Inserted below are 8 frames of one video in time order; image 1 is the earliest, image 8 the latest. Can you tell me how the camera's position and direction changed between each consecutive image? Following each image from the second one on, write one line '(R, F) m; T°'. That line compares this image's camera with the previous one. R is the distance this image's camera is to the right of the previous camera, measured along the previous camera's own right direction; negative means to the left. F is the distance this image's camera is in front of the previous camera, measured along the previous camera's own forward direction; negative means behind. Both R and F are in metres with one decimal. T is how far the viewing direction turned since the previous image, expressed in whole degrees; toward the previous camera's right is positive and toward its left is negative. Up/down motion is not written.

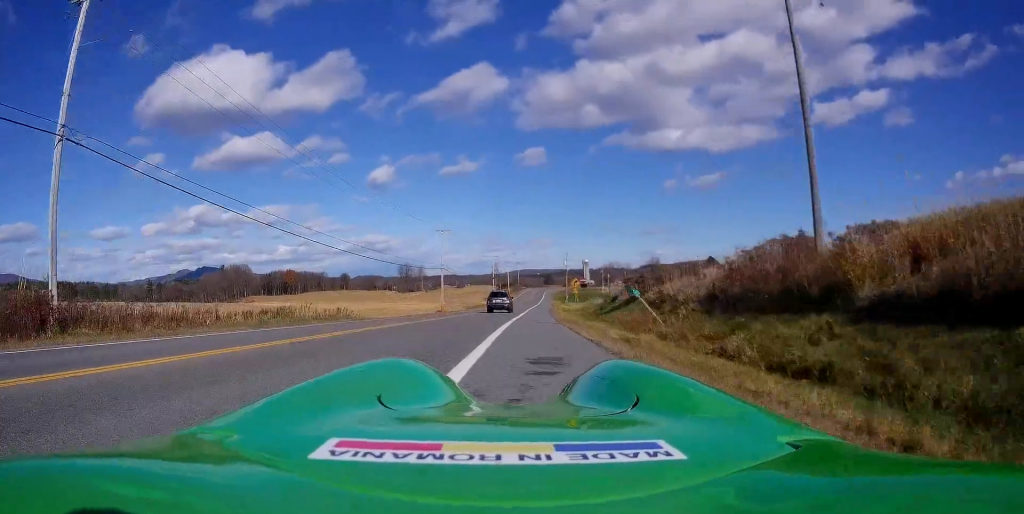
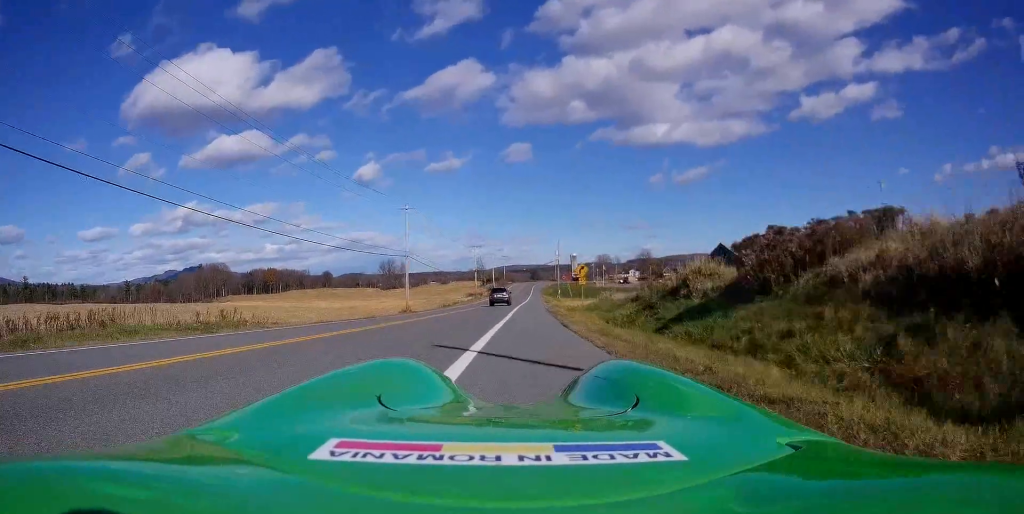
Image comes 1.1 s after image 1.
(0.0, +16.2) m; 0°
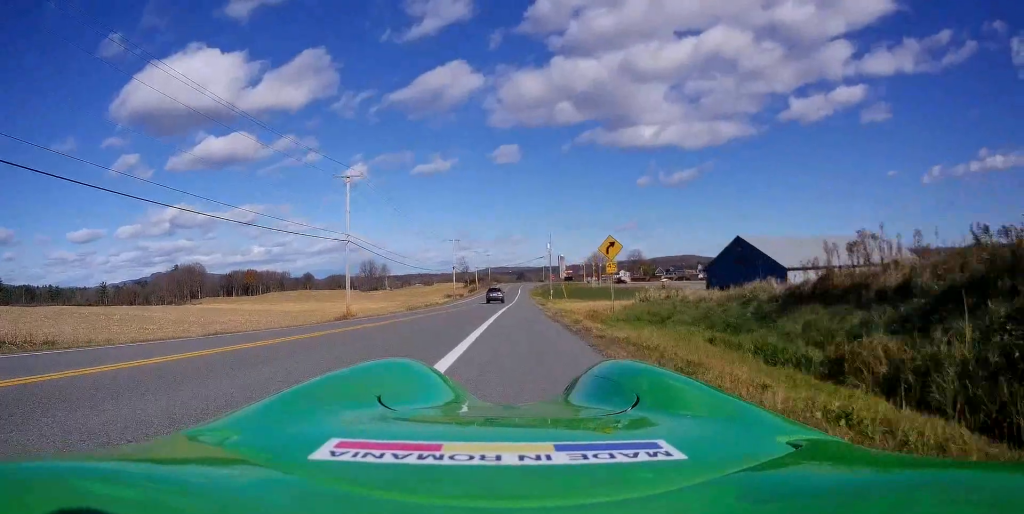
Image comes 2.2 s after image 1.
(+0.2, +17.9) m; +3°
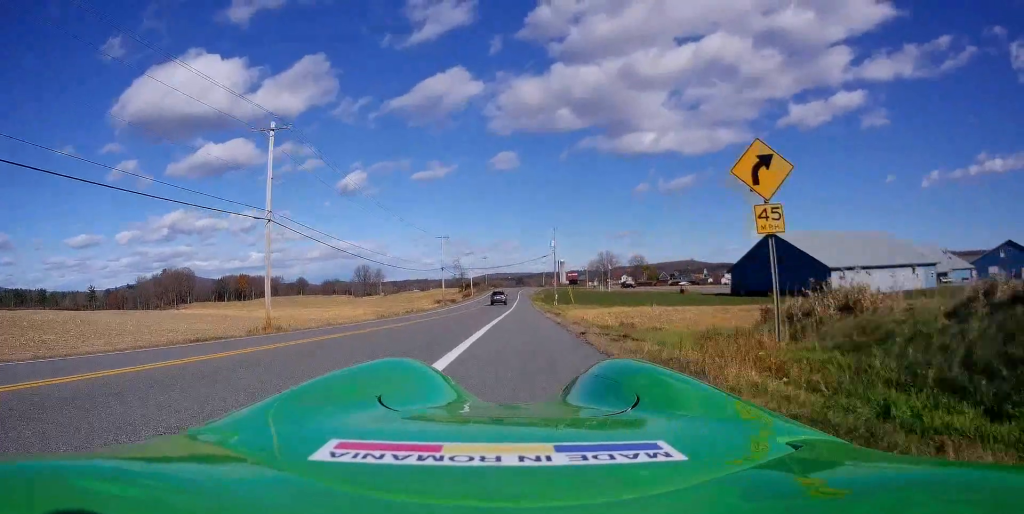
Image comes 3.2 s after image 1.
(+0.4, +15.0) m; +2°
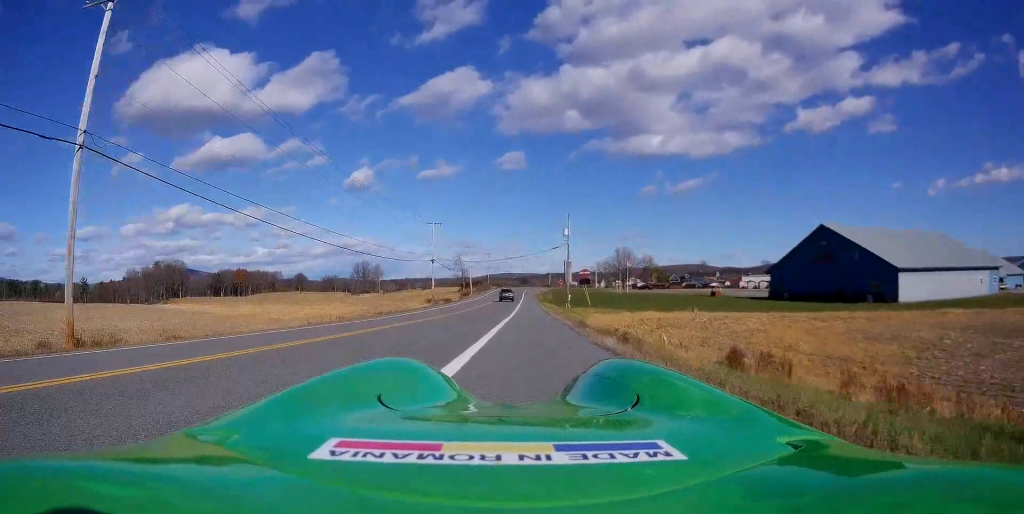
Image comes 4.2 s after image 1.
(+0.1, +16.1) m; +1°
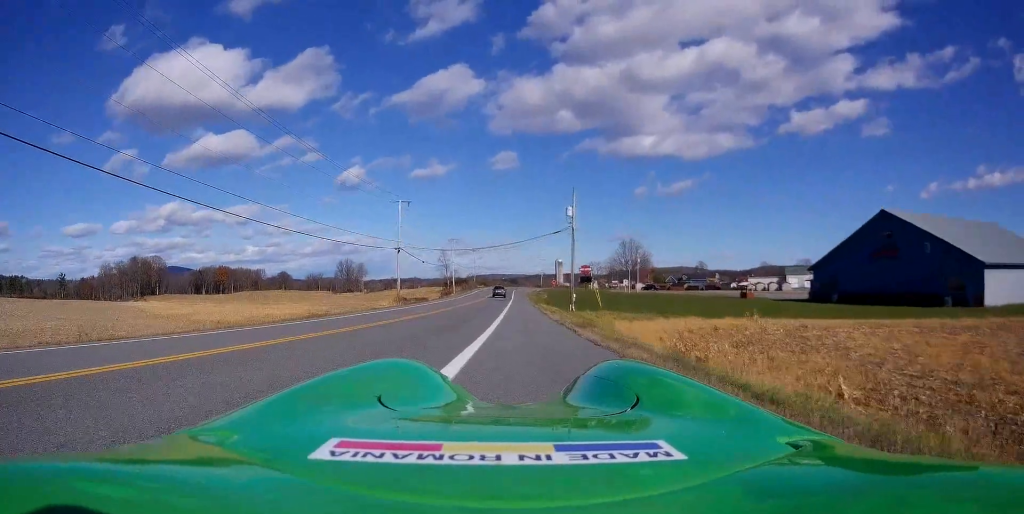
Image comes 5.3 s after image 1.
(0.0, +17.7) m; -1°
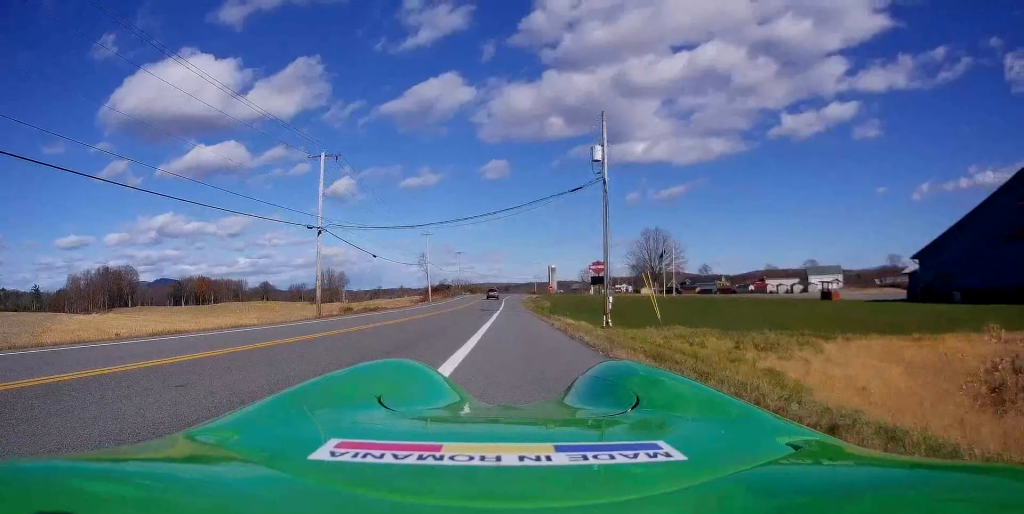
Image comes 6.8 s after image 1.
(0.0, +24.2) m; +1°
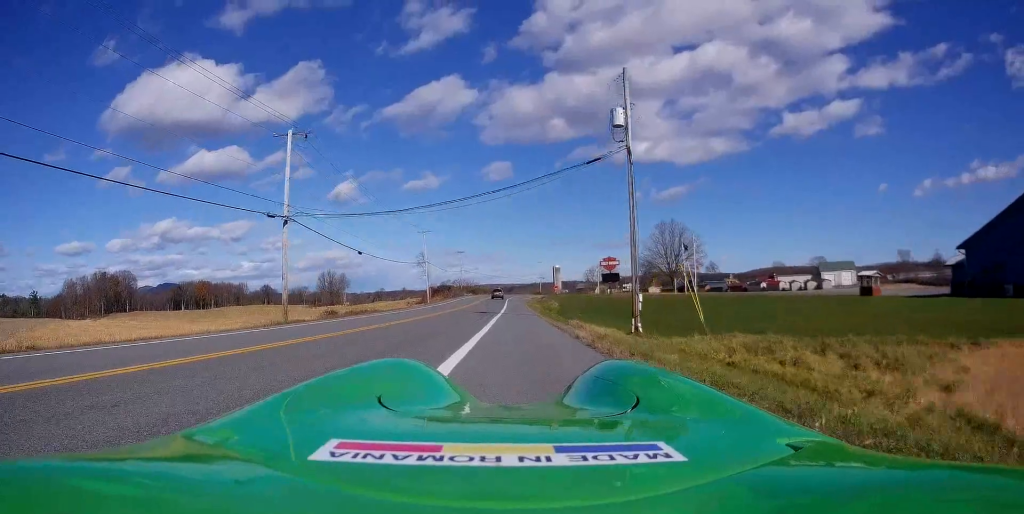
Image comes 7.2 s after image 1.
(+0.1, +6.9) m; 0°
